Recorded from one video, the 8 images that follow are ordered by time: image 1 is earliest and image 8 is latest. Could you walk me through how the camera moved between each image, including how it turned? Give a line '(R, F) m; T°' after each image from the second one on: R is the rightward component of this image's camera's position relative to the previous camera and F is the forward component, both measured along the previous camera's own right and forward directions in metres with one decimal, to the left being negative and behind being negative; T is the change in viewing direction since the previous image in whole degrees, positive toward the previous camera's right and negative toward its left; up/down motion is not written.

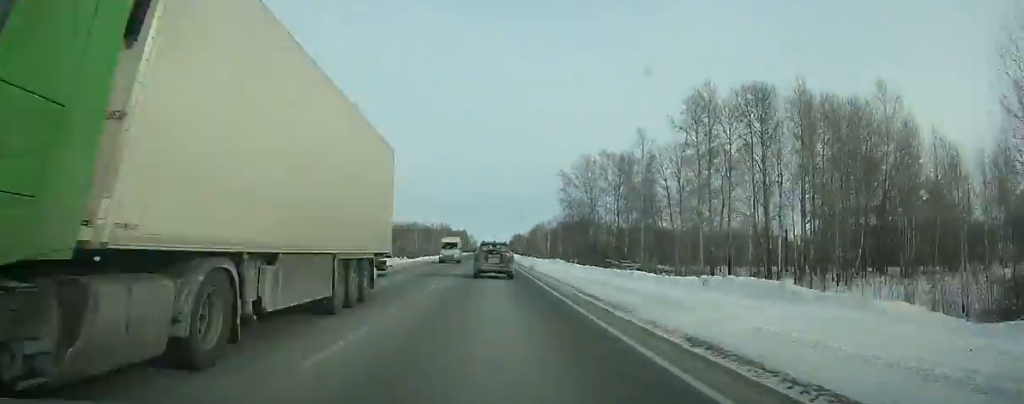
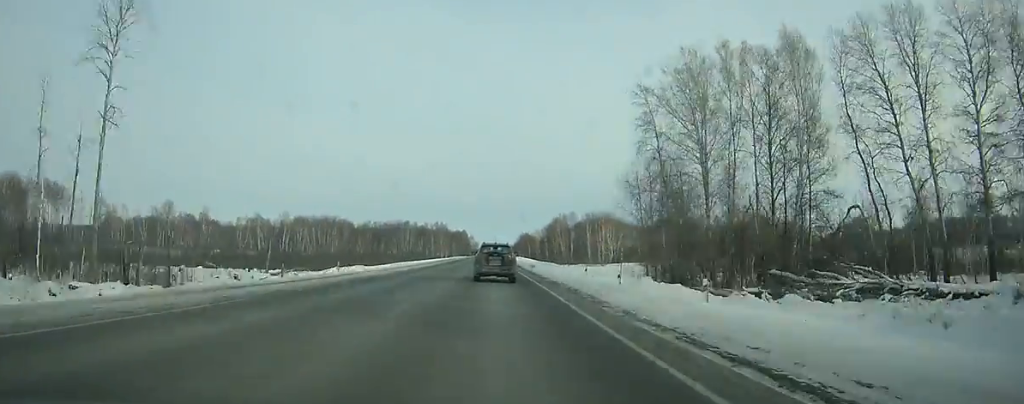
(-0.1, +66.6) m; 0°
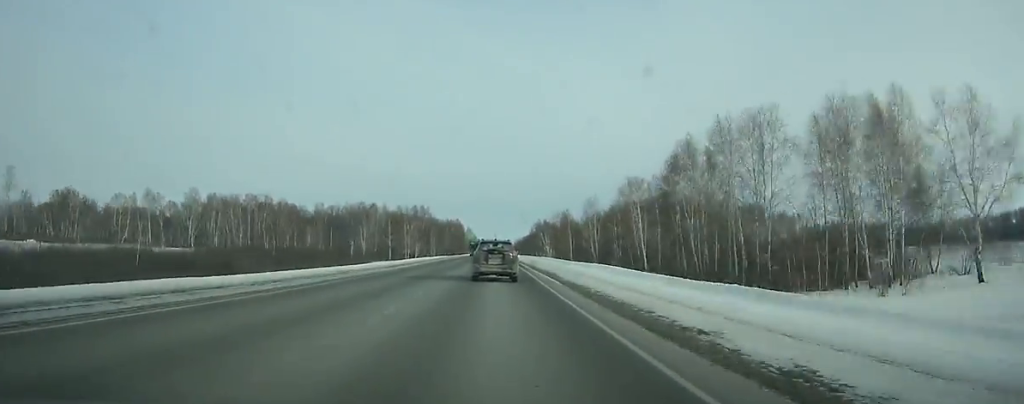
(-0.1, +132.8) m; 0°
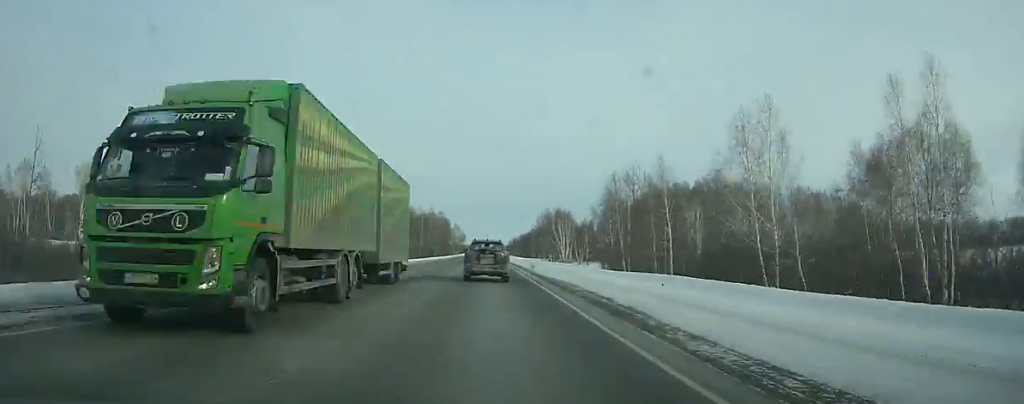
(0.0, +76.8) m; 0°
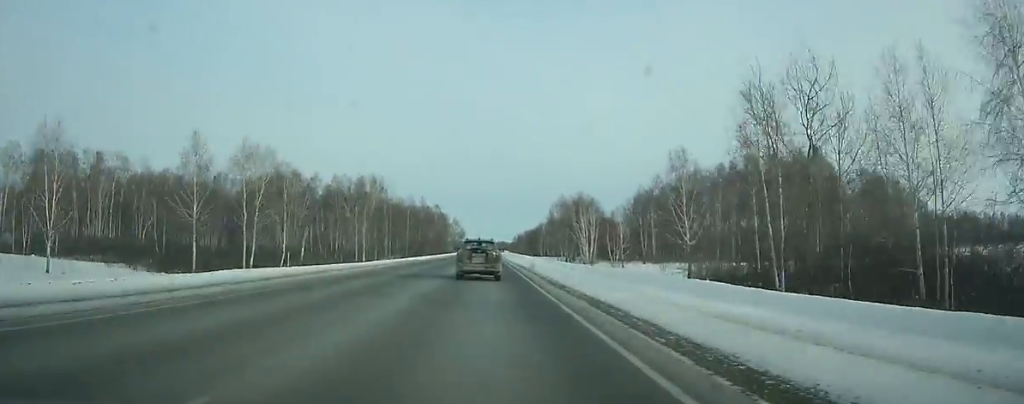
(+0.1, +39.6) m; 0°
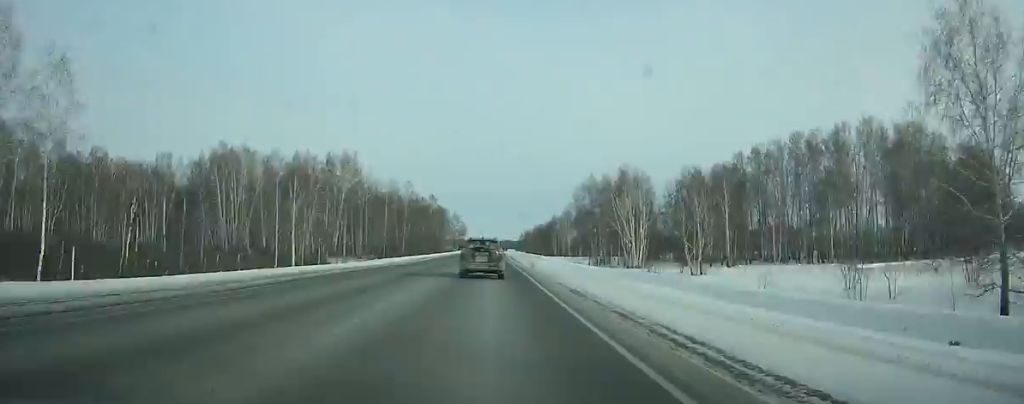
(-0.1, +42.4) m; 0°
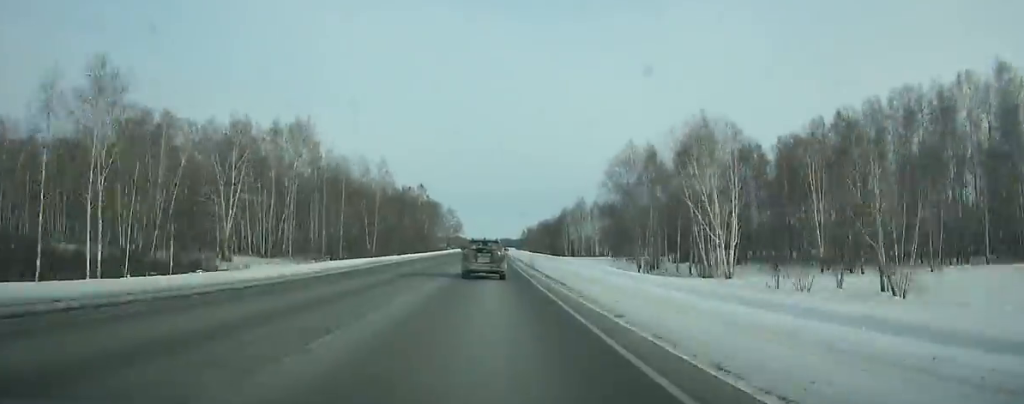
(0.0, +37.1) m; 0°
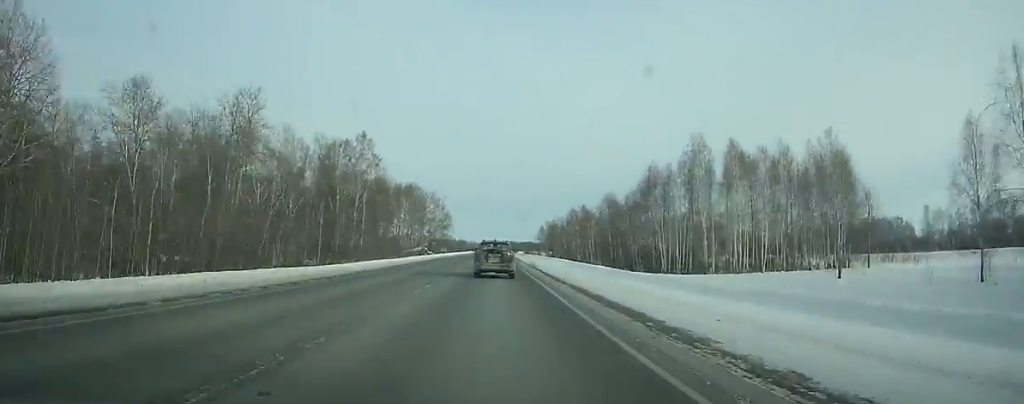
(0.0, +103.6) m; 0°
